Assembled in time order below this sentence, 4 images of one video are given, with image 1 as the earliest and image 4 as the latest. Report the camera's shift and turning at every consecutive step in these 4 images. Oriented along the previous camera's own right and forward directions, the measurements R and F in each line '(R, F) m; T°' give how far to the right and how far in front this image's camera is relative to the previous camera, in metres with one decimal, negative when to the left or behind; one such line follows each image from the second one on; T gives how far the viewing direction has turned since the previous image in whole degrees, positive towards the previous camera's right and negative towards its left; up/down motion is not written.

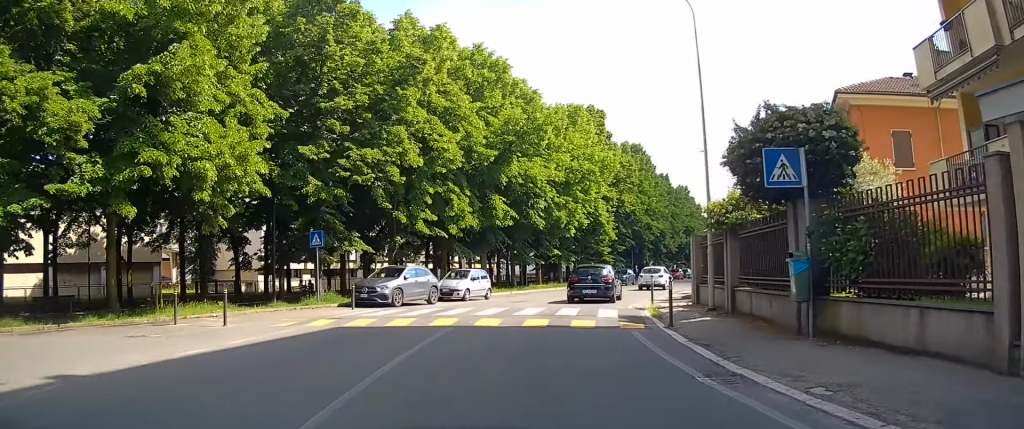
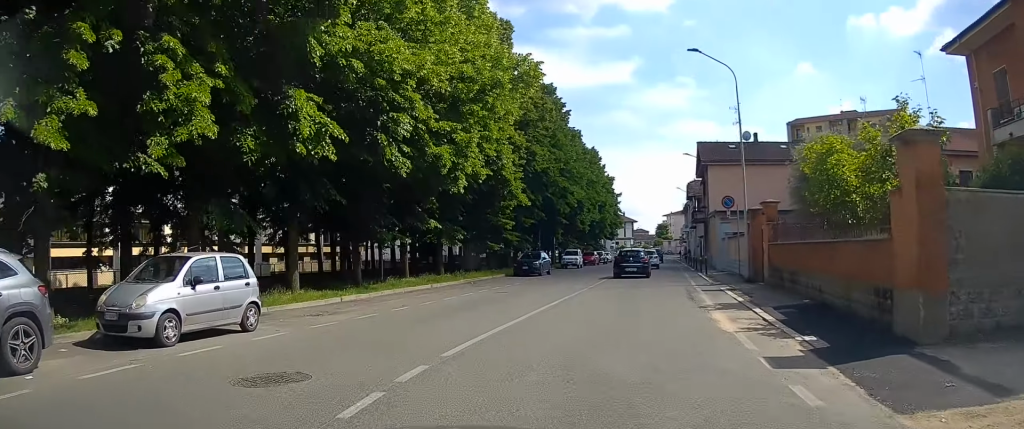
(+1.1, +19.5) m; +11°
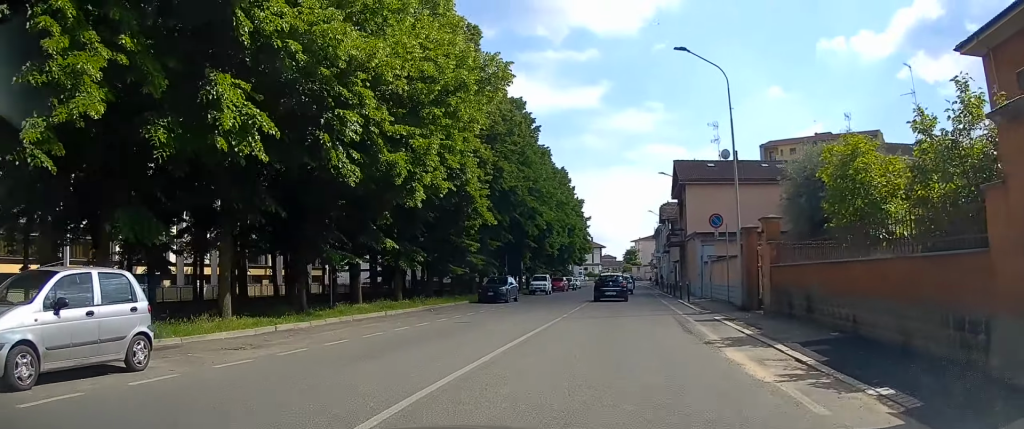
(0.0, +2.5) m; +4°
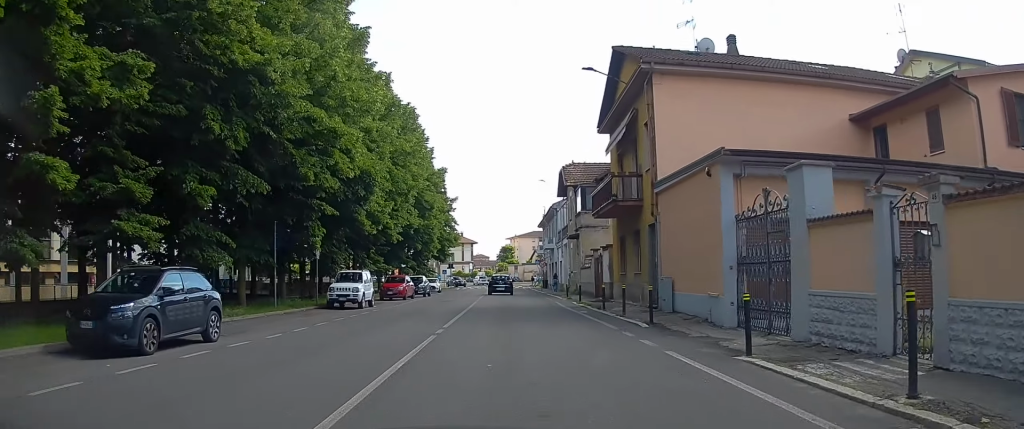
(+2.7, +24.8) m; +7°
